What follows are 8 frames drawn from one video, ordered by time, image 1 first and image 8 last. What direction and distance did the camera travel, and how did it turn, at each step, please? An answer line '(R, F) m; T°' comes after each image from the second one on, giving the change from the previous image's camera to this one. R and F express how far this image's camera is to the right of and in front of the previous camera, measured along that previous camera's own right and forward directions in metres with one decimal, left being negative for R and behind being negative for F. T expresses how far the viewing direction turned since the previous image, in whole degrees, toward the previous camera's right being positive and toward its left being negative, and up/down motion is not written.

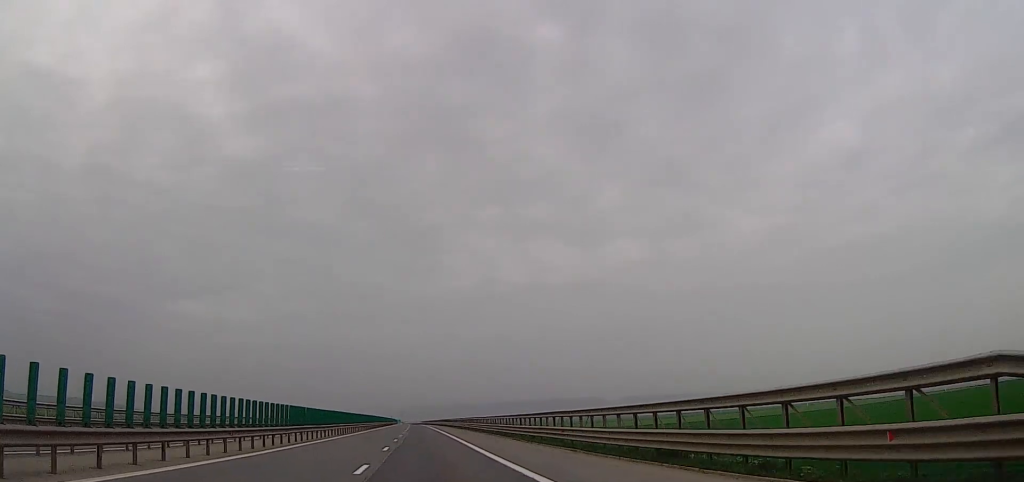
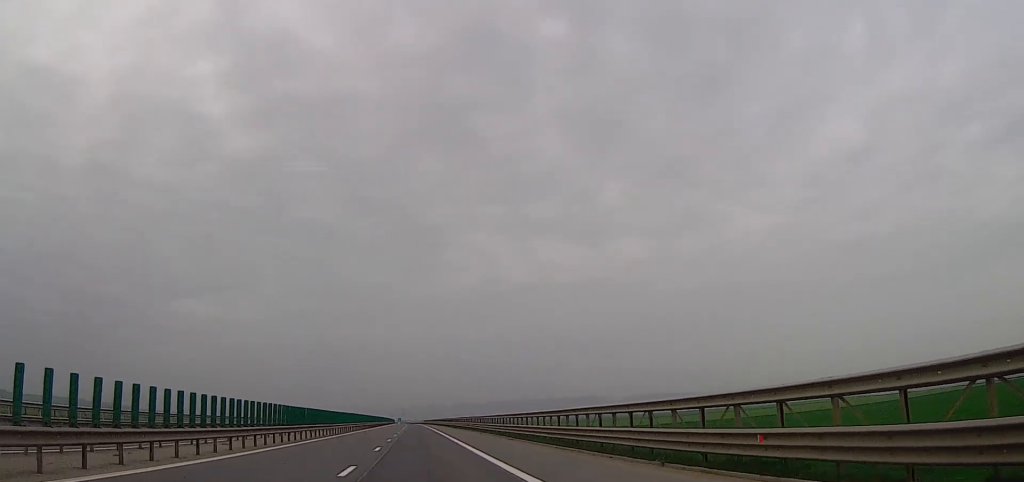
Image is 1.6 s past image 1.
(+0.4, +62.4) m; 0°
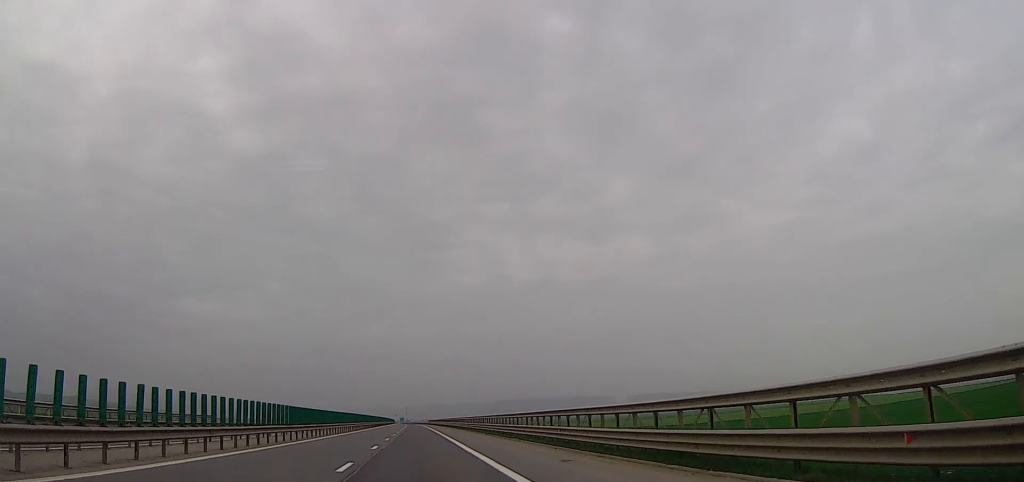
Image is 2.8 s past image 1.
(-0.6, +44.8) m; -1°
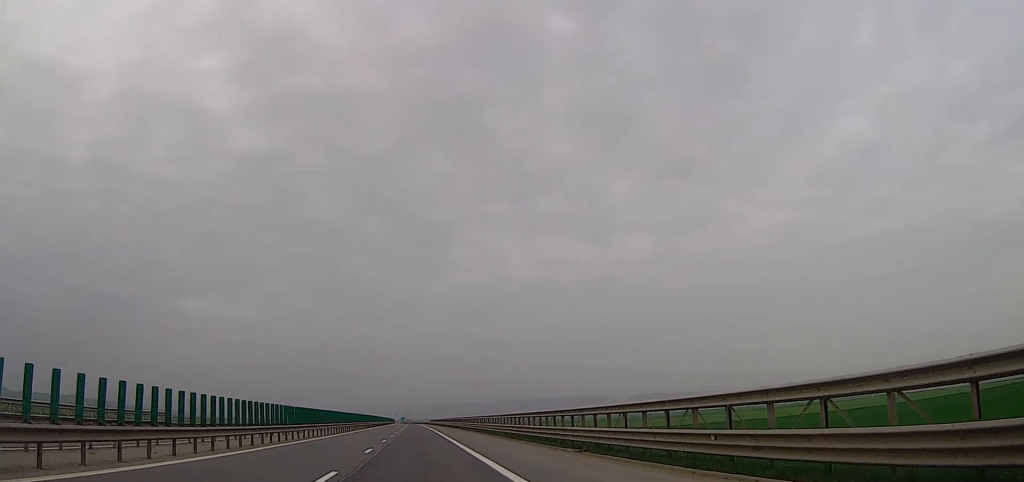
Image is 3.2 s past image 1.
(-0.1, +14.7) m; 0°
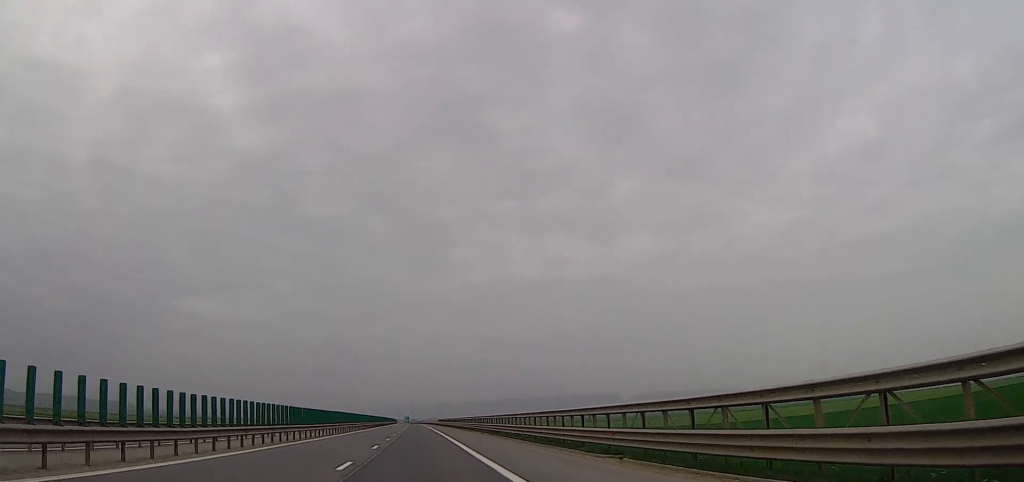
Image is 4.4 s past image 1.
(+0.3, +45.5) m; +1°
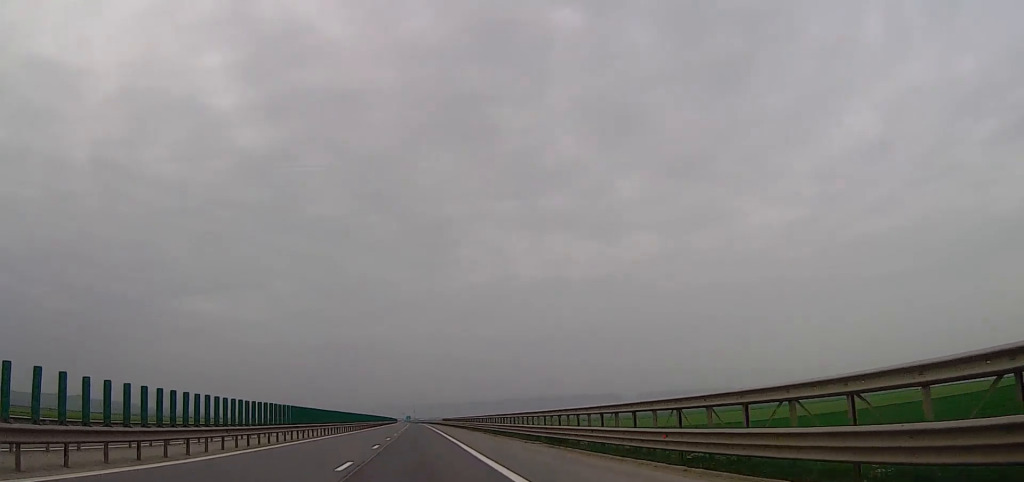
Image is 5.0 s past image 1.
(+0.3, +22.7) m; +1°
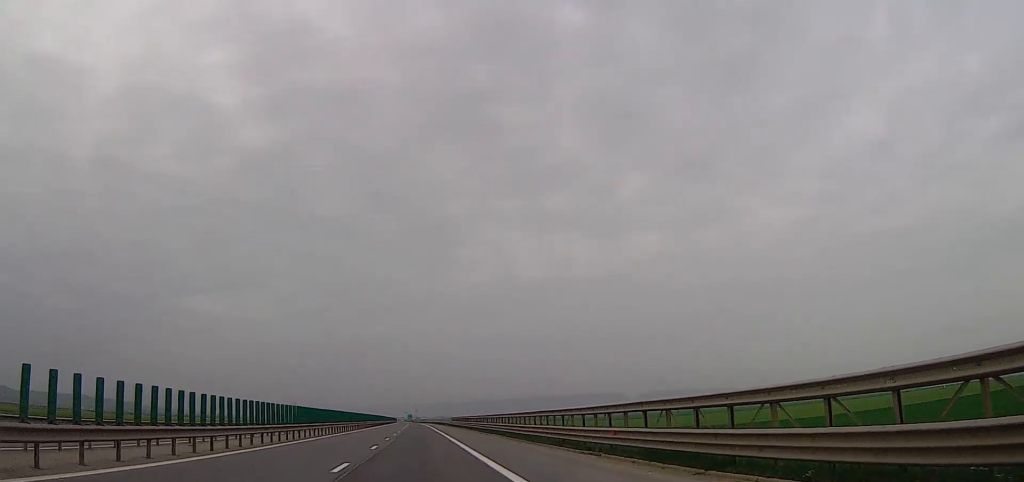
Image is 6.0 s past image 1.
(+0.1, +34.1) m; -1°
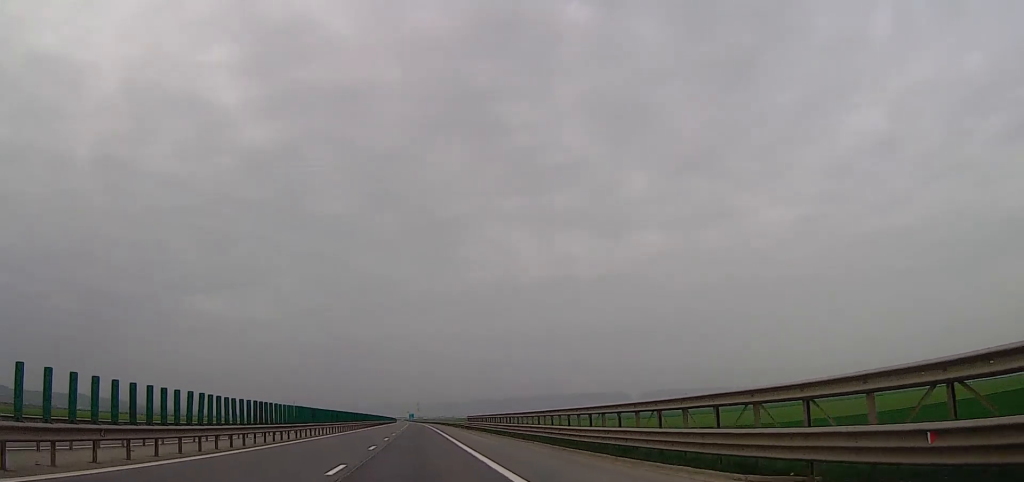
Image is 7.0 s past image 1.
(-0.9, +36.9) m; -2°
